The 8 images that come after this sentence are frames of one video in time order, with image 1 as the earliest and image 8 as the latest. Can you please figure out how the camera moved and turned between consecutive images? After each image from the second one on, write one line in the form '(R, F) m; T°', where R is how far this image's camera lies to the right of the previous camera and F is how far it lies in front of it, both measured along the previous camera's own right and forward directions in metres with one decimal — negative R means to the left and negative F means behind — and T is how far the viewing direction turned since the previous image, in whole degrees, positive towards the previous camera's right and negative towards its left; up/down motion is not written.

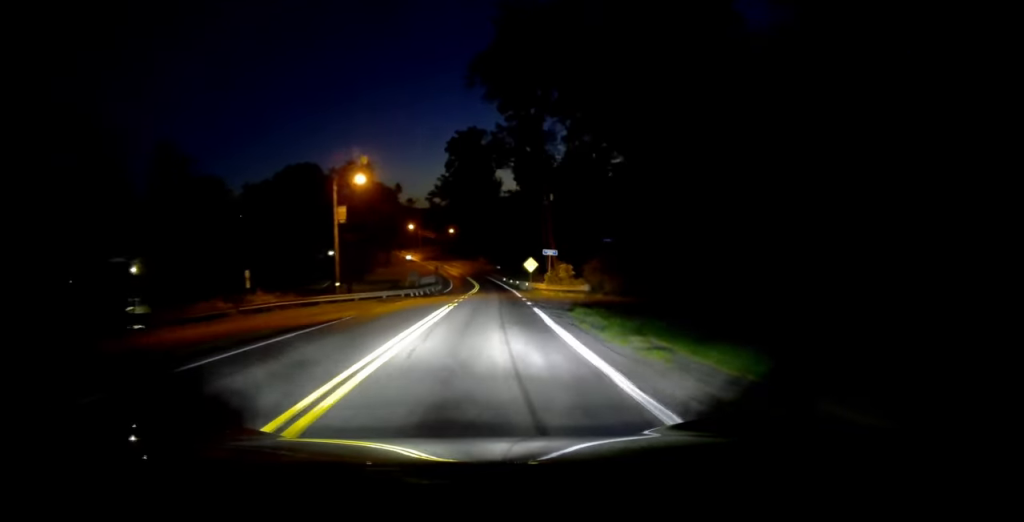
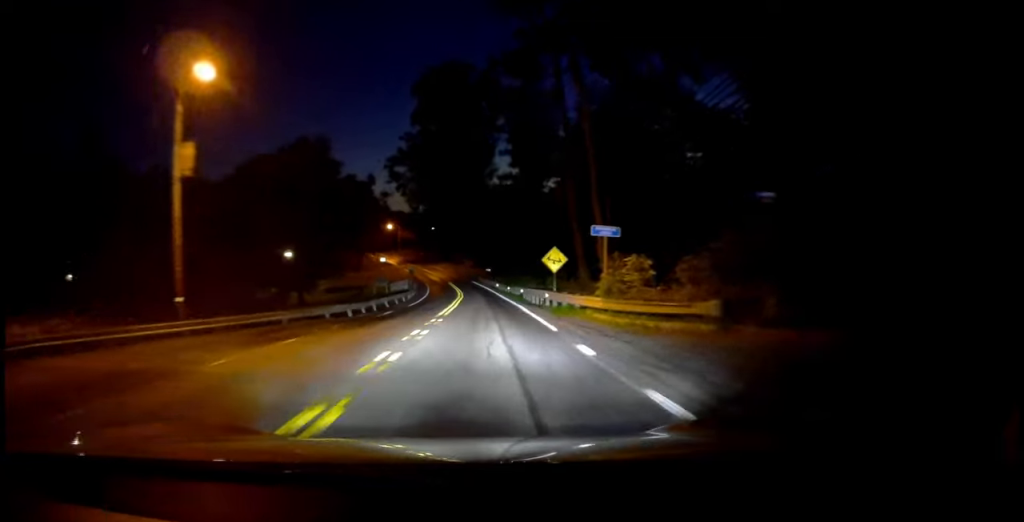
(+1.4, +19.4) m; +6°
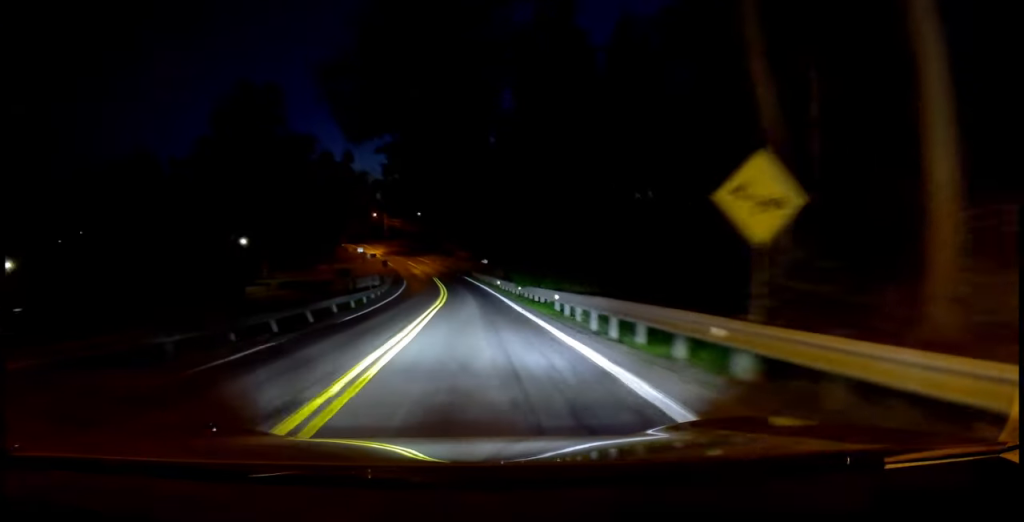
(+0.4, +17.4) m; +2°
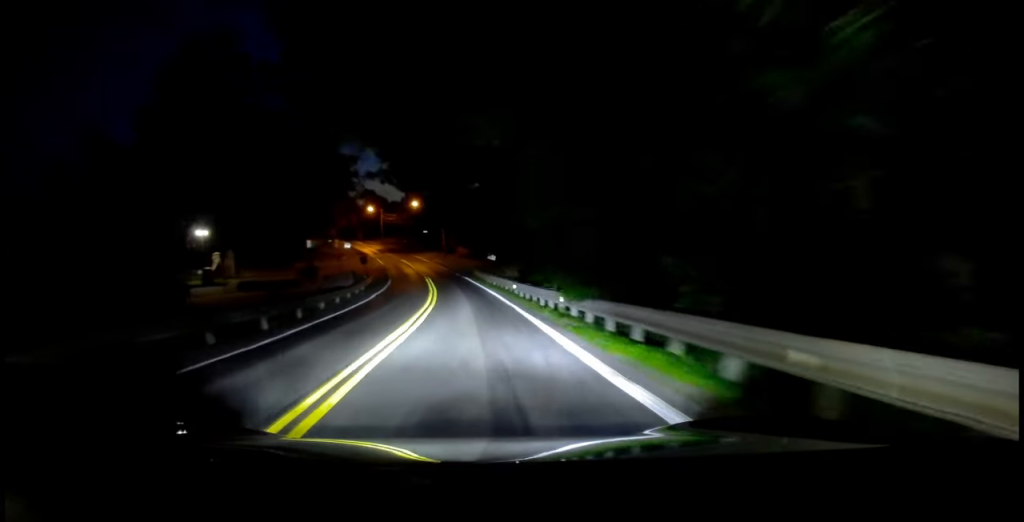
(0.0, +13.7) m; 0°
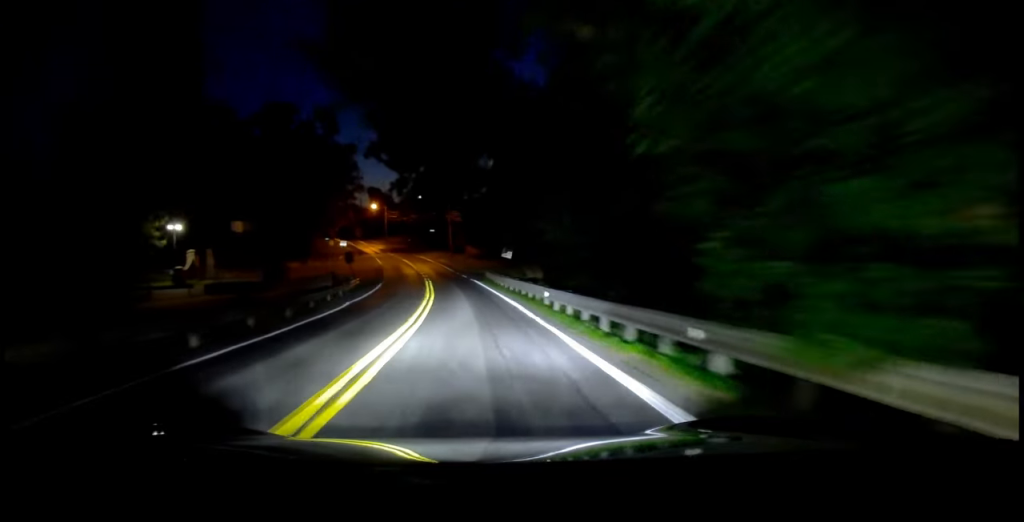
(0.0, +8.6) m; 0°
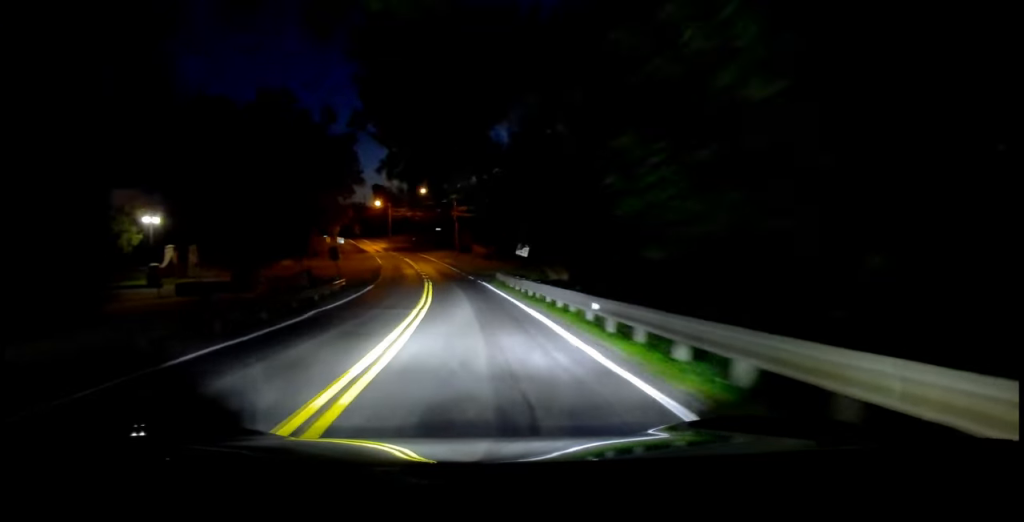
(0.0, +5.7) m; 0°
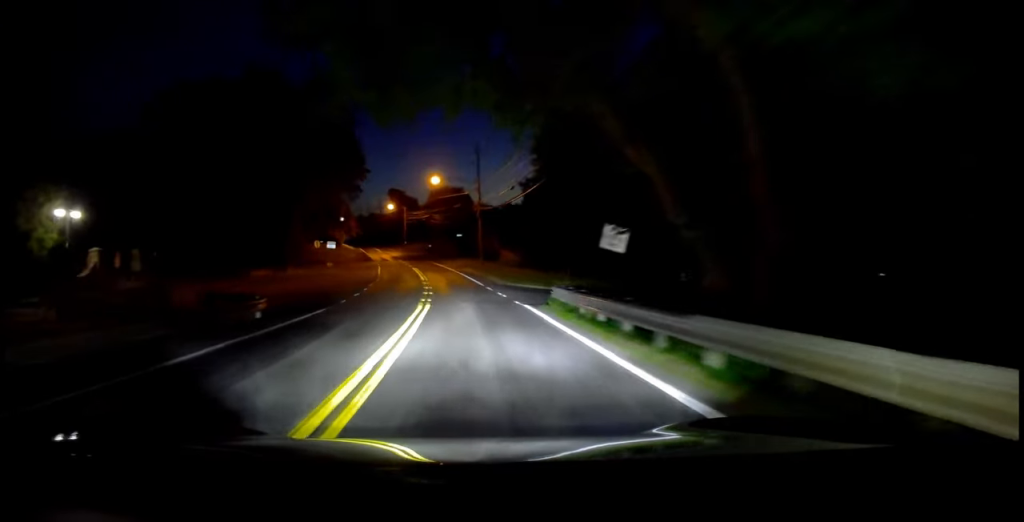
(0.0, +15.6) m; 0°
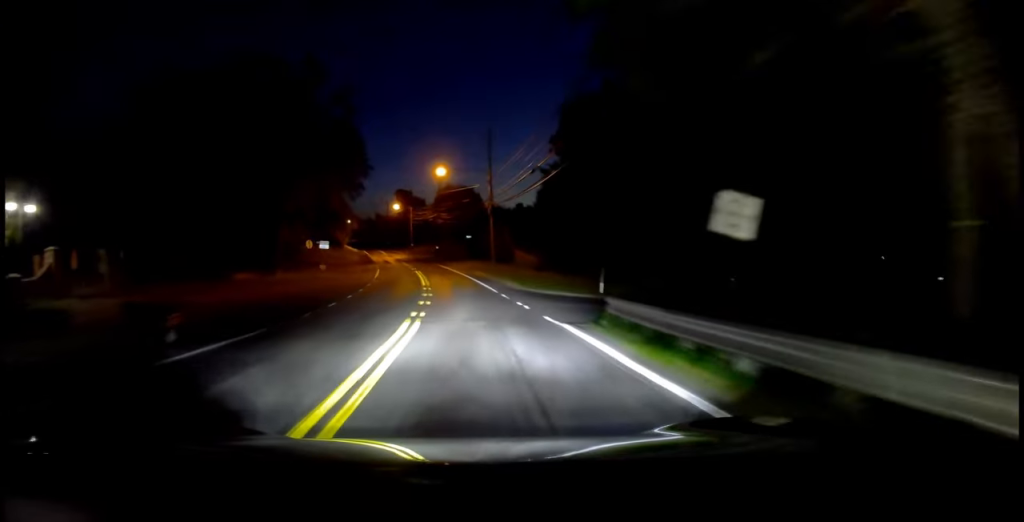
(0.0, +5.8) m; 0°
